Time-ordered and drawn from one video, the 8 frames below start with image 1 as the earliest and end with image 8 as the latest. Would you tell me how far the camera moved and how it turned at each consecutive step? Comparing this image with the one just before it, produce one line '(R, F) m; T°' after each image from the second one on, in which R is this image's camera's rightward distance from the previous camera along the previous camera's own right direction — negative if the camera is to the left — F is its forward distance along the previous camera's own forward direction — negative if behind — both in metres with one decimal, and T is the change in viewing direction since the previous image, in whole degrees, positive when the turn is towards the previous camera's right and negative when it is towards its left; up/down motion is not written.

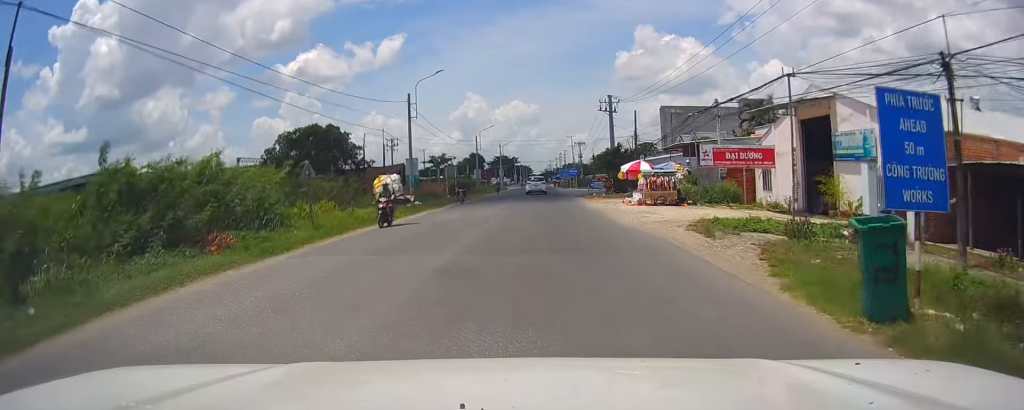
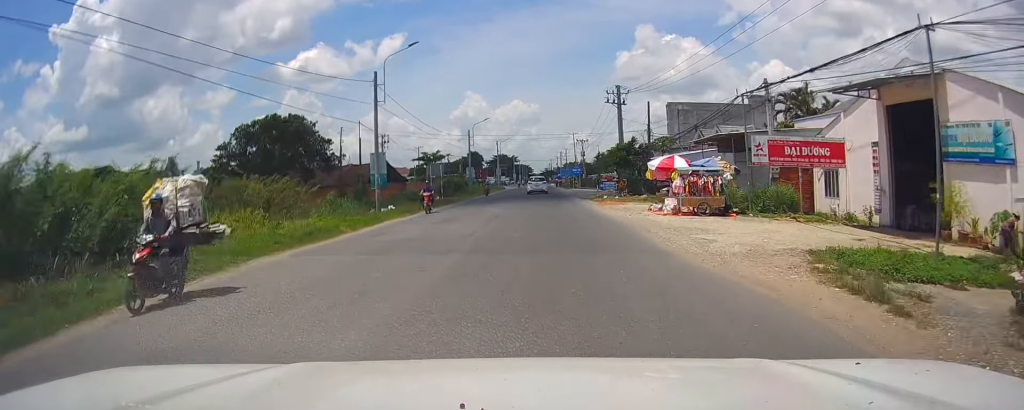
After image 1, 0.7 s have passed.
(+0.1, +8.5) m; +1°
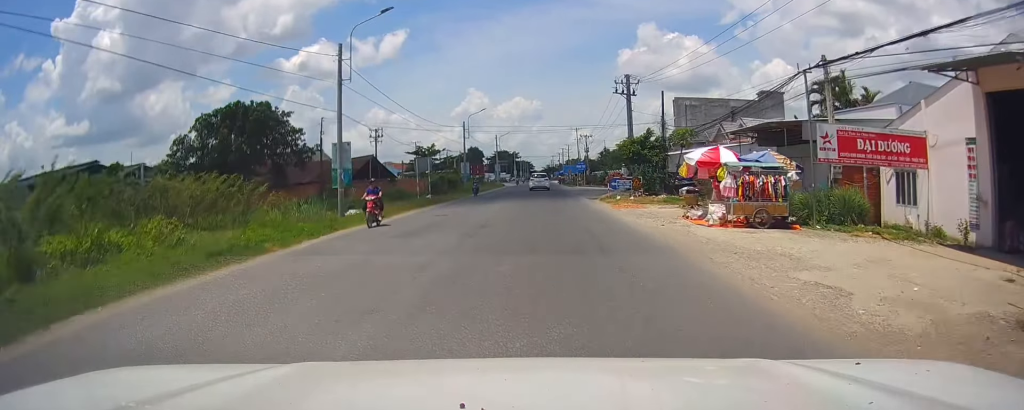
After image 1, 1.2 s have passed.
(+0.1, +6.7) m; +1°
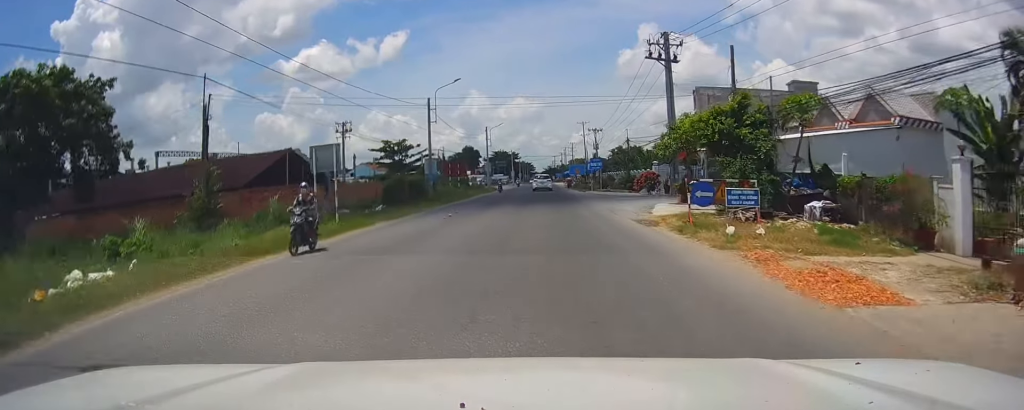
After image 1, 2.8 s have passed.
(+0.1, +20.4) m; 0°
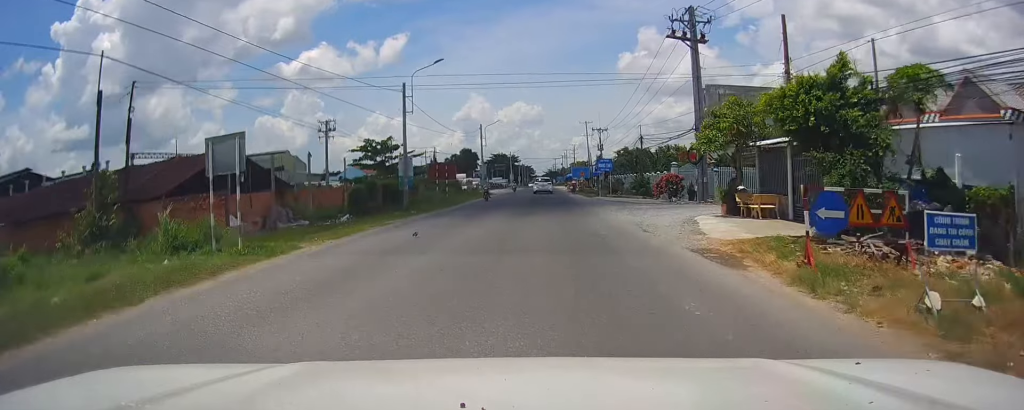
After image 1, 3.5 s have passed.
(0.0, +8.7) m; -1°
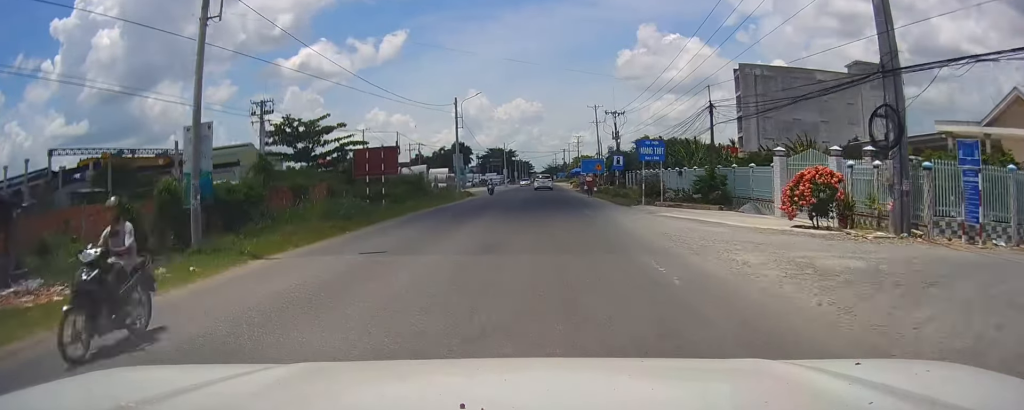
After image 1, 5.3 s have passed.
(-0.3, +21.7) m; +1°
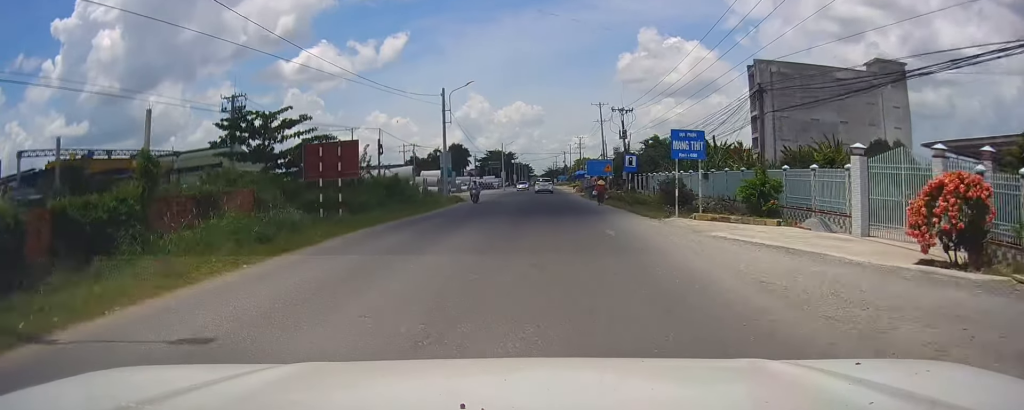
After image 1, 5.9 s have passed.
(+0.2, +7.8) m; 0°
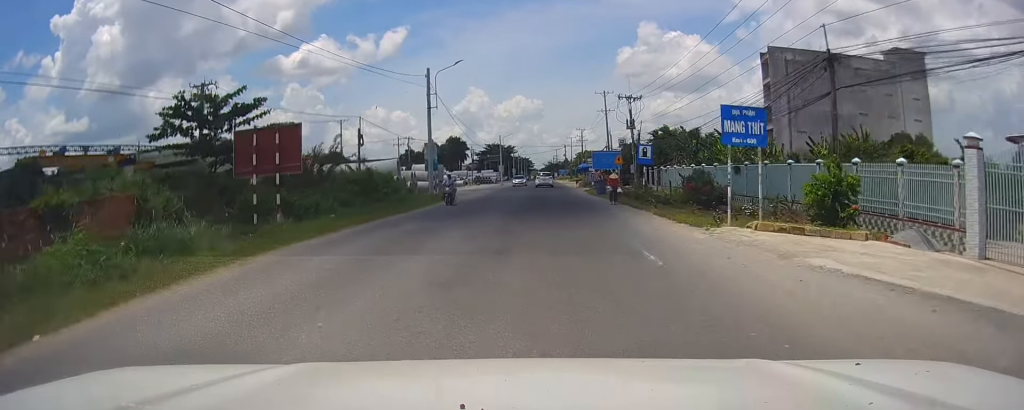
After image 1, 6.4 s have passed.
(+0.2, +6.2) m; -1°
